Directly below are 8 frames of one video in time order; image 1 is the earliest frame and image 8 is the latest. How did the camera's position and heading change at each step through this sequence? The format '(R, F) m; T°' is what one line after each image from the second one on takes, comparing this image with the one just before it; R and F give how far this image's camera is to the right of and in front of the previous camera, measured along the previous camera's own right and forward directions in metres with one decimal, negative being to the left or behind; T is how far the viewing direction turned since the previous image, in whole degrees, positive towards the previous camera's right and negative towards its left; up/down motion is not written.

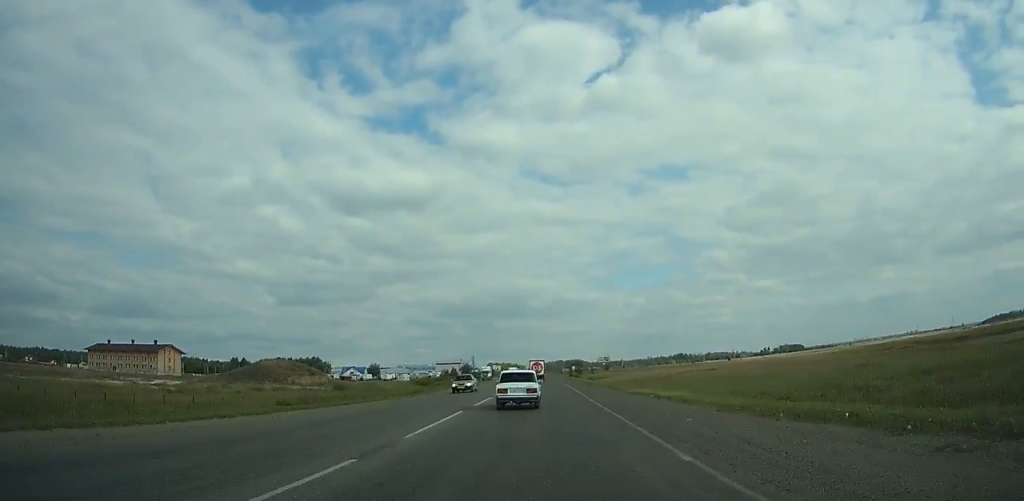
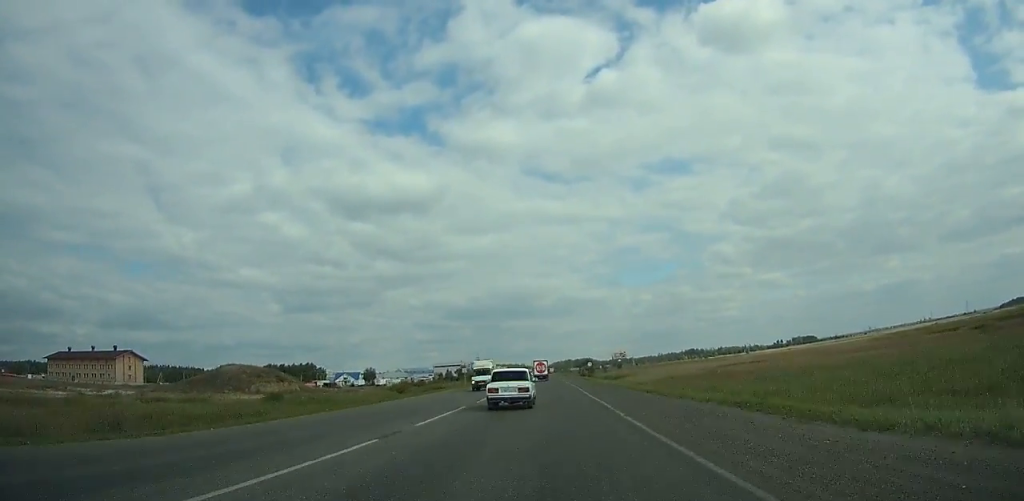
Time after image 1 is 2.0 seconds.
(+0.2, +32.9) m; 0°
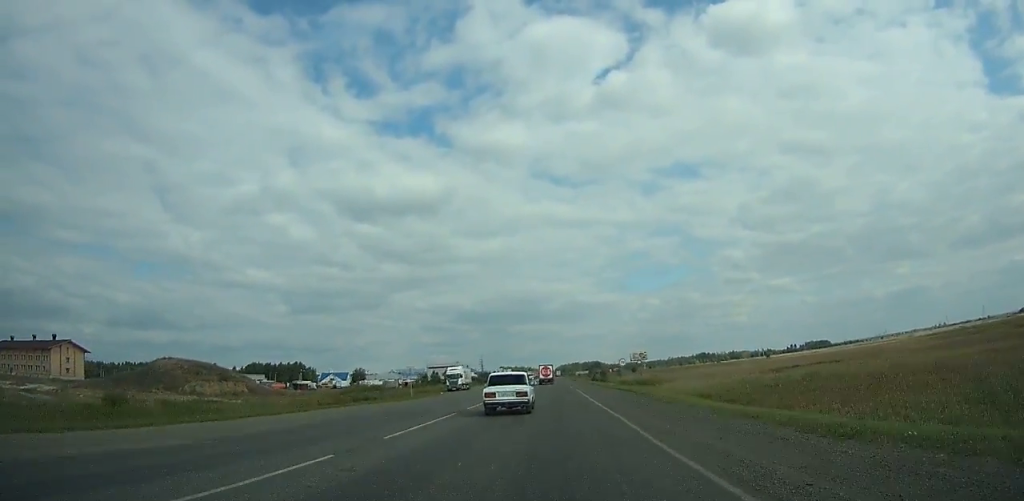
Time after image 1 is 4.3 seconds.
(+0.1, +37.9) m; 0°
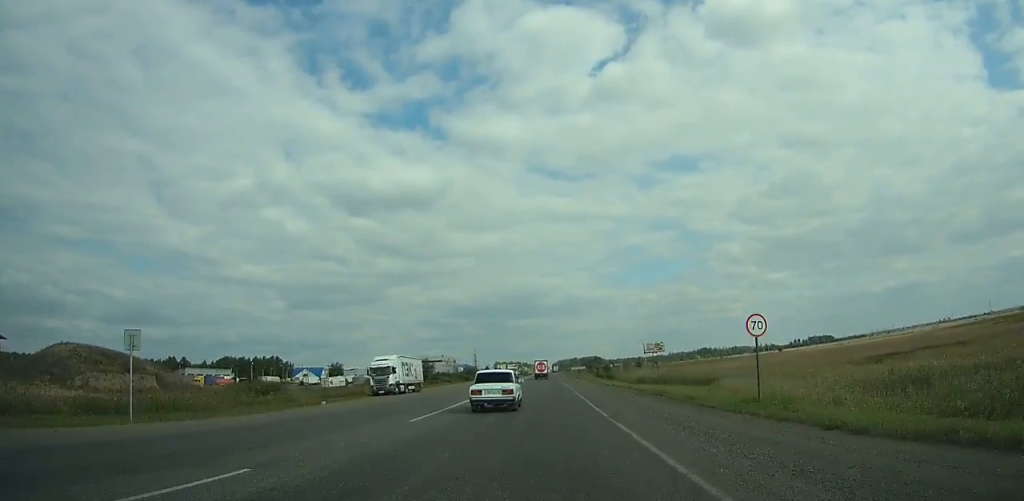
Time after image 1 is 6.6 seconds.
(-0.1, +37.9) m; 0°
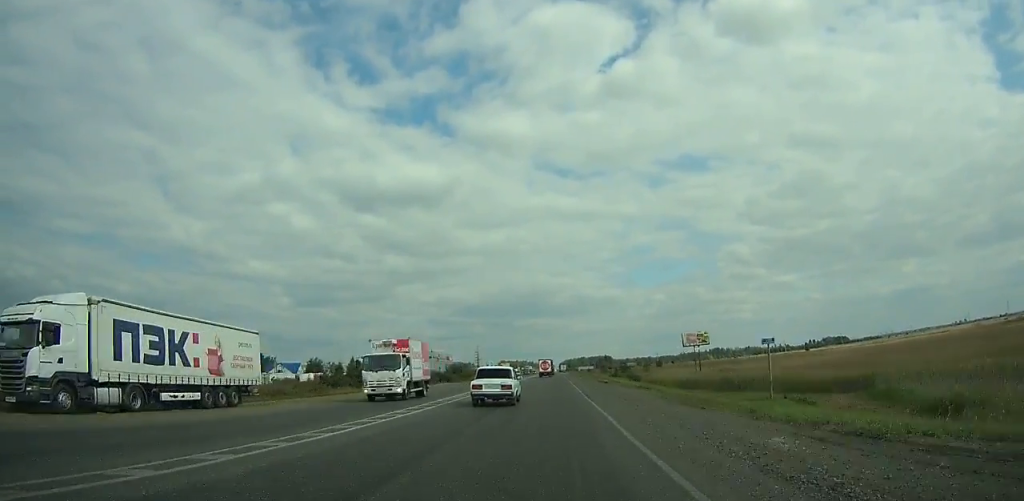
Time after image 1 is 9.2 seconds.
(-0.1, +43.0) m; 0°
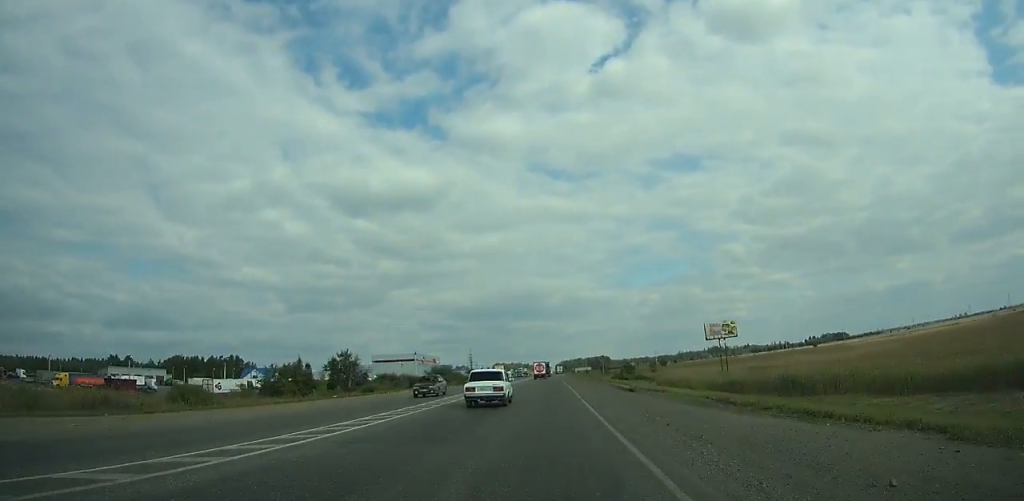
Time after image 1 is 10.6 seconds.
(0.0, +23.2) m; 0°
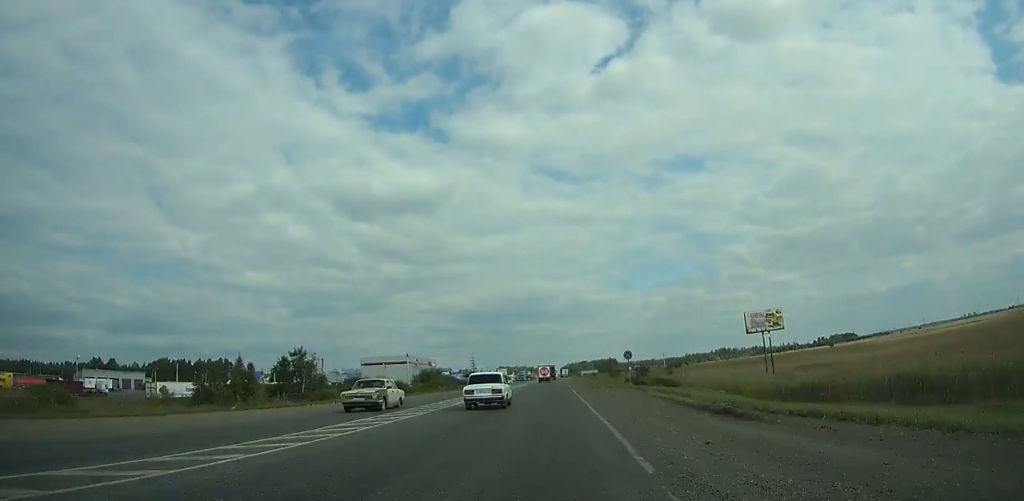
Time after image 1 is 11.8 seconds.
(+0.1, +20.0) m; 0°
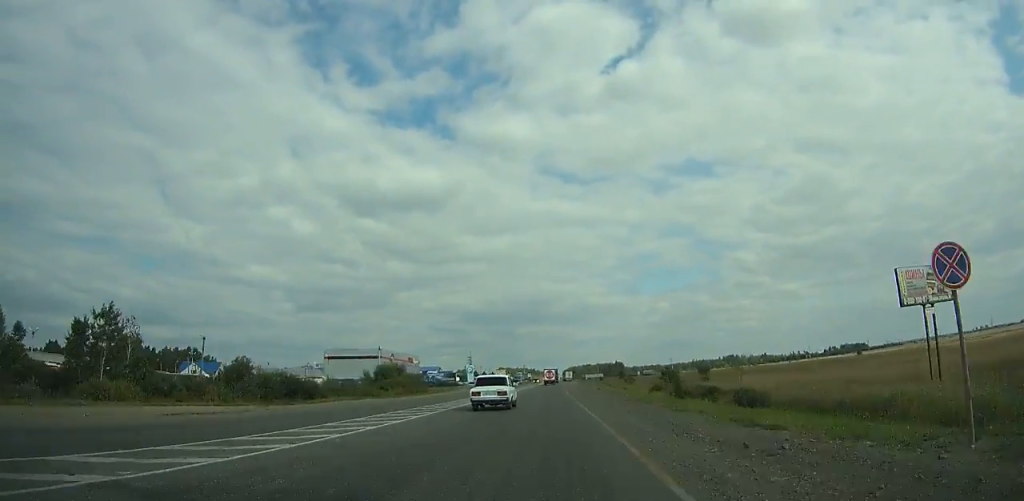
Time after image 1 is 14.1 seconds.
(0.0, +38.8) m; 0°
